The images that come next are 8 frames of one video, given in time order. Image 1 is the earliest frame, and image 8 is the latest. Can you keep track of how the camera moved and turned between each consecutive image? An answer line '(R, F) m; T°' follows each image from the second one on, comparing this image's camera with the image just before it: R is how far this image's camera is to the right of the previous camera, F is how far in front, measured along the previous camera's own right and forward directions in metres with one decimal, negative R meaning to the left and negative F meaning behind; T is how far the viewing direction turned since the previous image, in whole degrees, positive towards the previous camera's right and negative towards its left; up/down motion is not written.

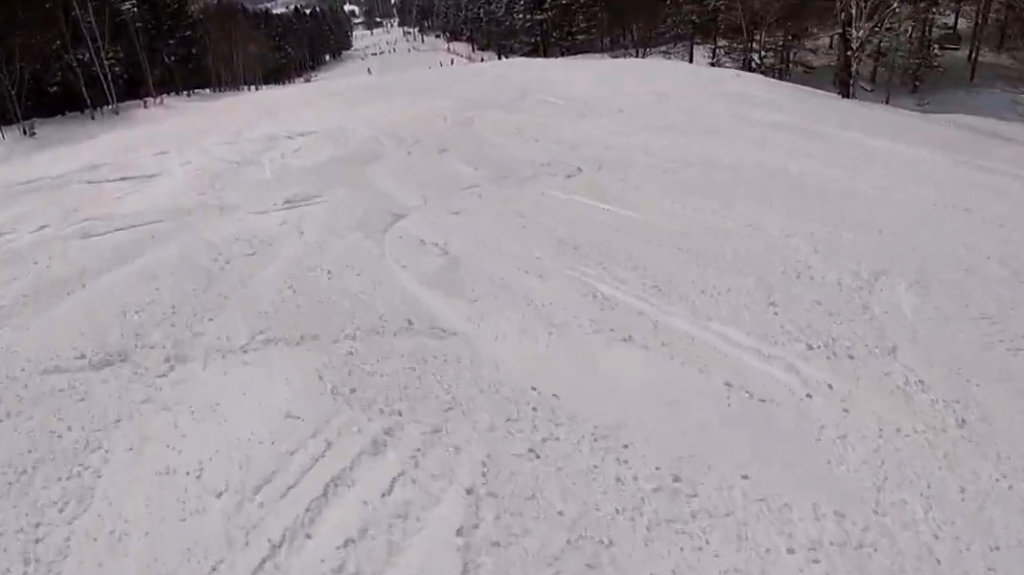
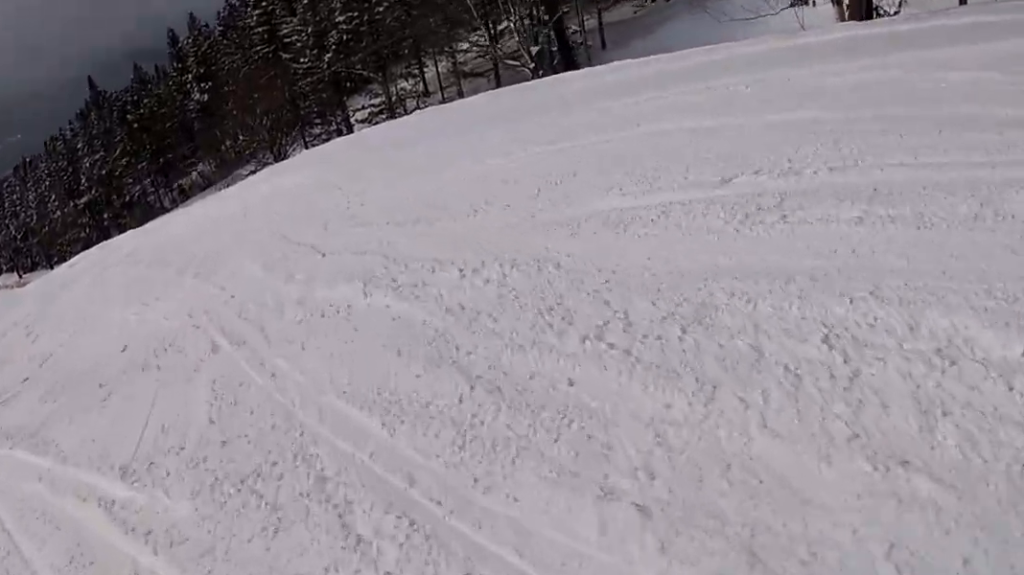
(+8.1, +20.7) m; +46°
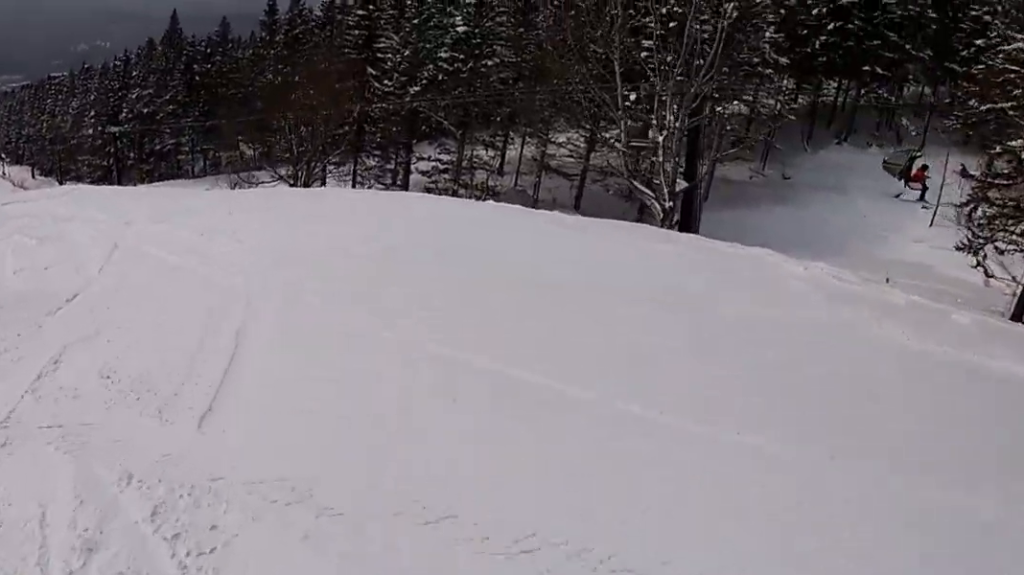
(+0.7, +8.1) m; -4°
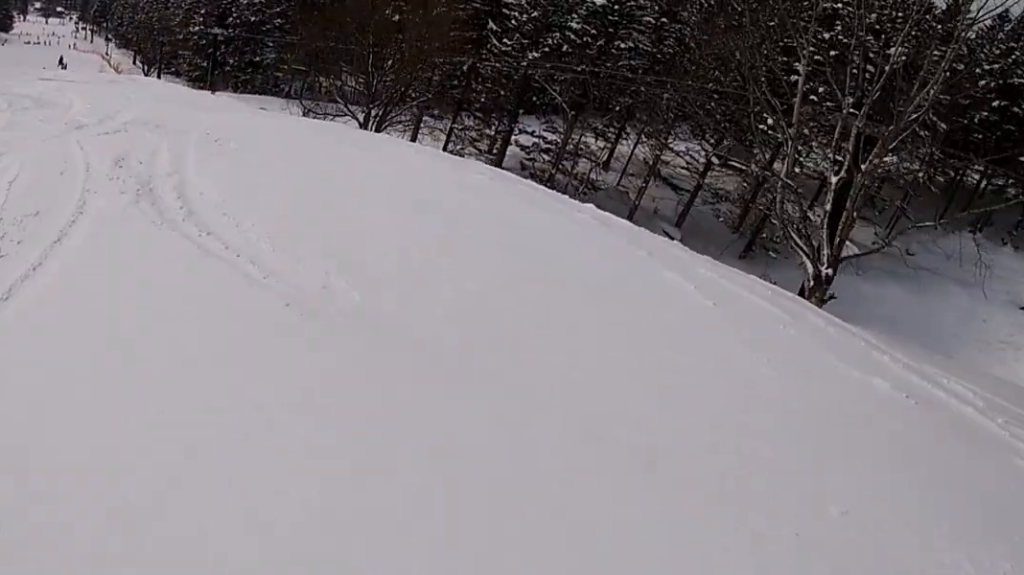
(+0.6, +4.2) m; -7°
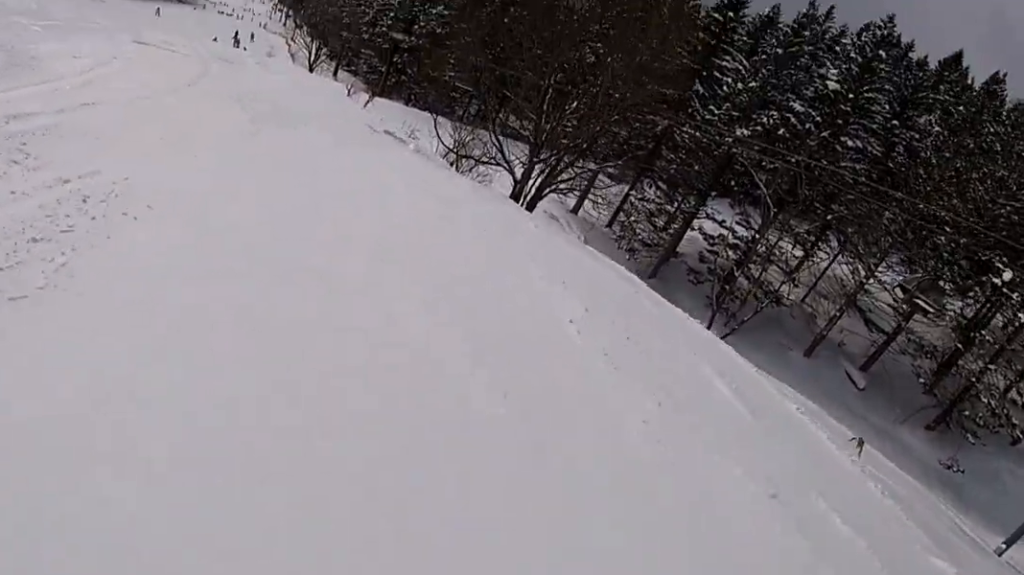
(-1.9, +6.6) m; -23°
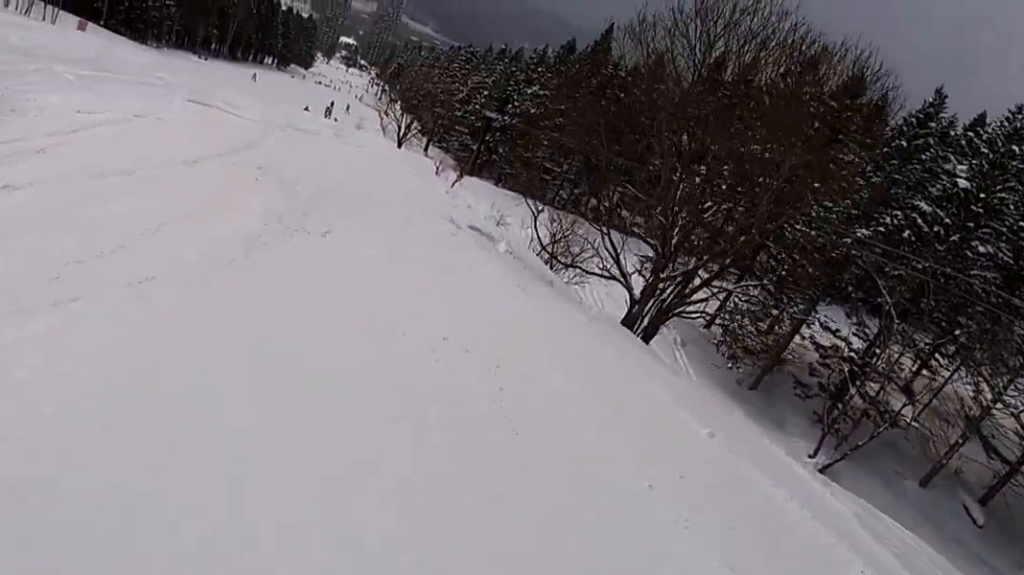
(-0.4, +3.5) m; -13°
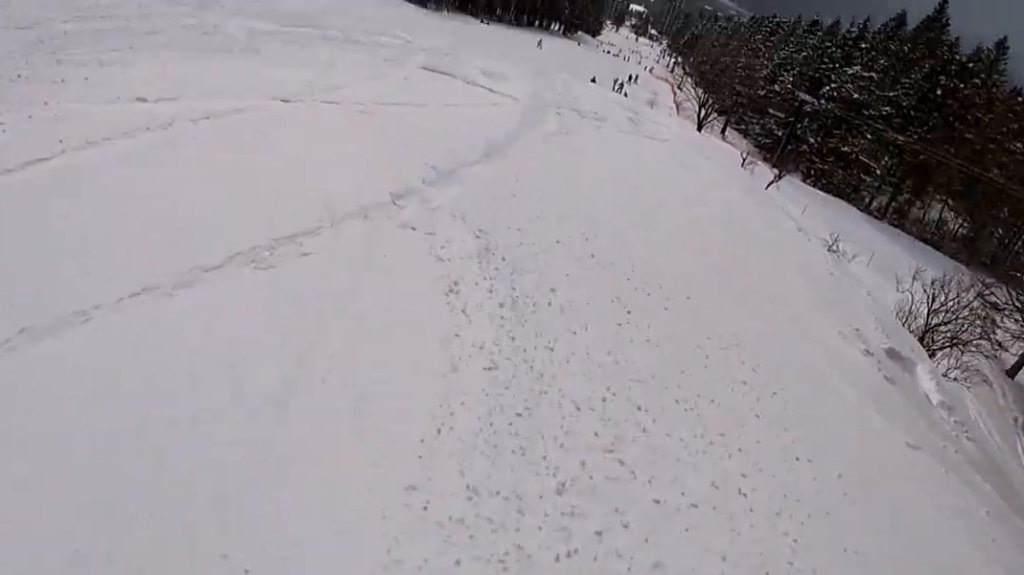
(-0.7, +5.8) m; -25°
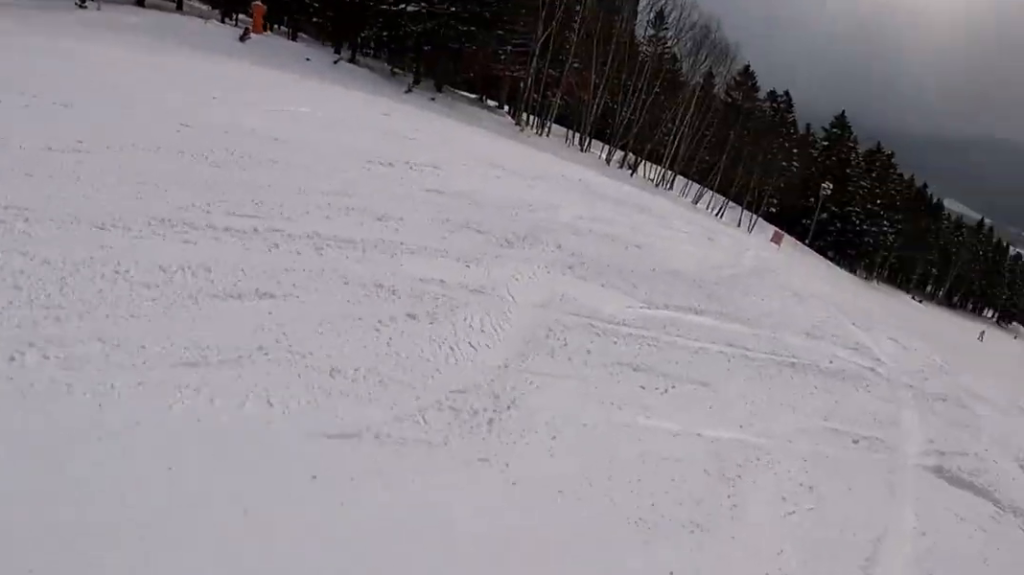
(-2.5, +6.1) m; -15°
